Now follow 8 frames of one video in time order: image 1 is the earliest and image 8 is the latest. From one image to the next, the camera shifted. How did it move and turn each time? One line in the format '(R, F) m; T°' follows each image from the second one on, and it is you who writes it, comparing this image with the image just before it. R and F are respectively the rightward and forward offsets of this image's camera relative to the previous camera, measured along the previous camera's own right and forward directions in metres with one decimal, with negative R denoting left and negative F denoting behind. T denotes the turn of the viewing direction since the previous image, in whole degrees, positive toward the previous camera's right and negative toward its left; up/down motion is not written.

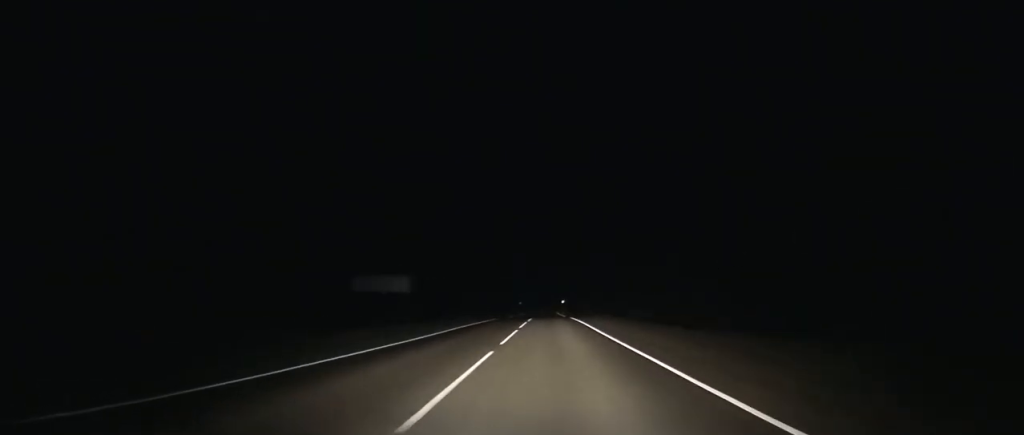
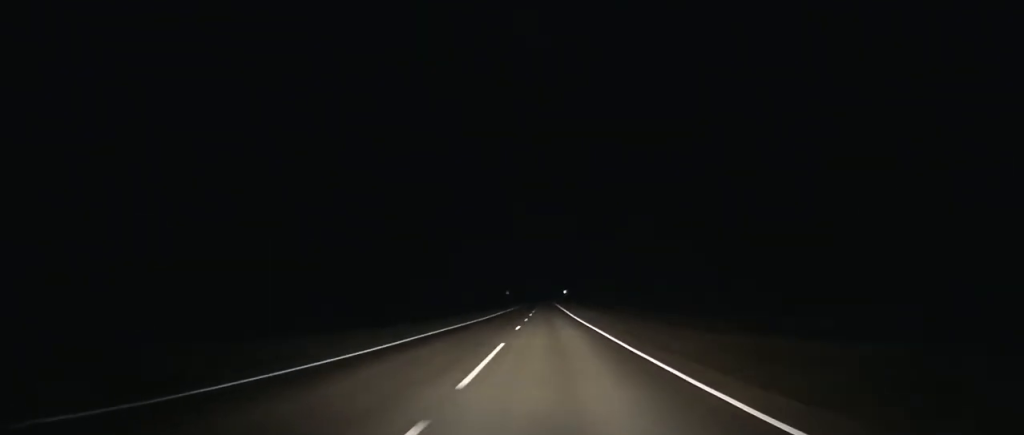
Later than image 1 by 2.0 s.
(+0.4, +58.2) m; 0°
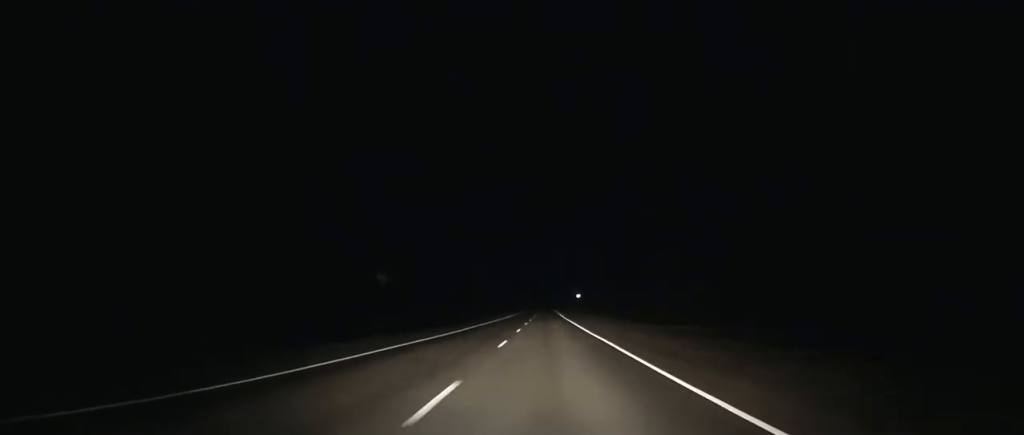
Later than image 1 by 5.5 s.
(0.0, +101.1) m; 0°
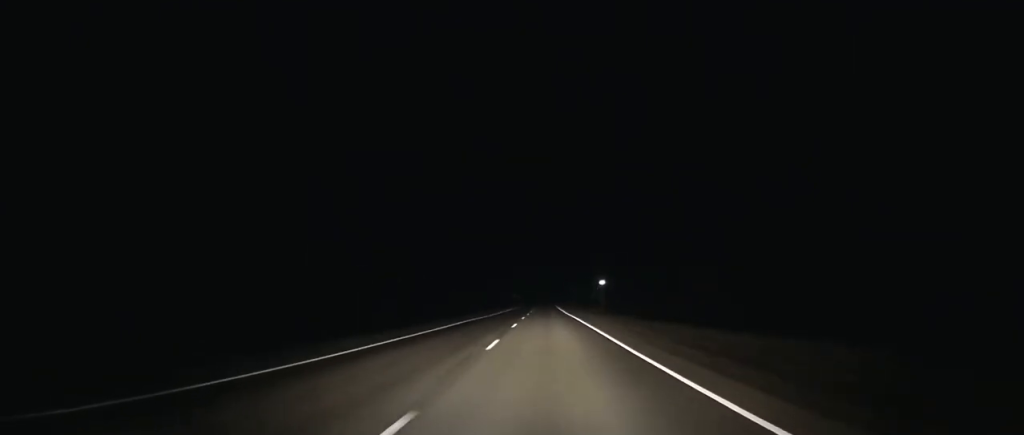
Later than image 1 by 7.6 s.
(+0.1, +60.5) m; 0°
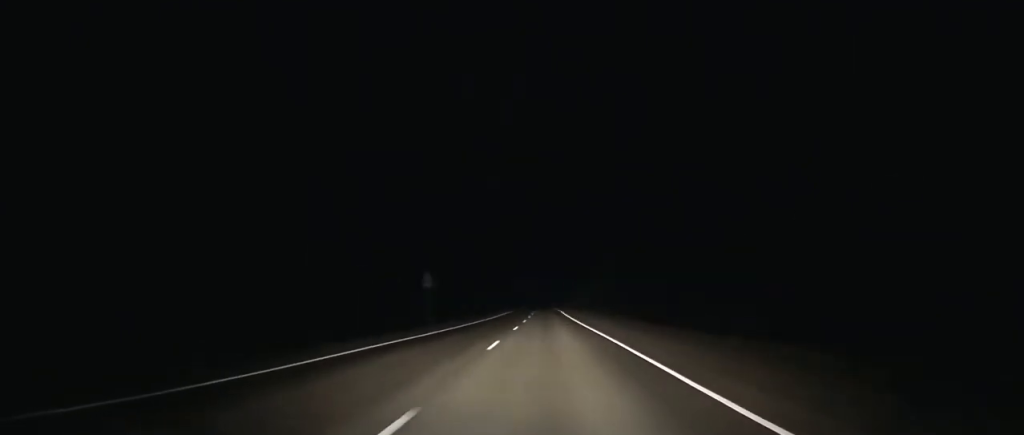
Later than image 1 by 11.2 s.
(+0.6, +106.2) m; 0°
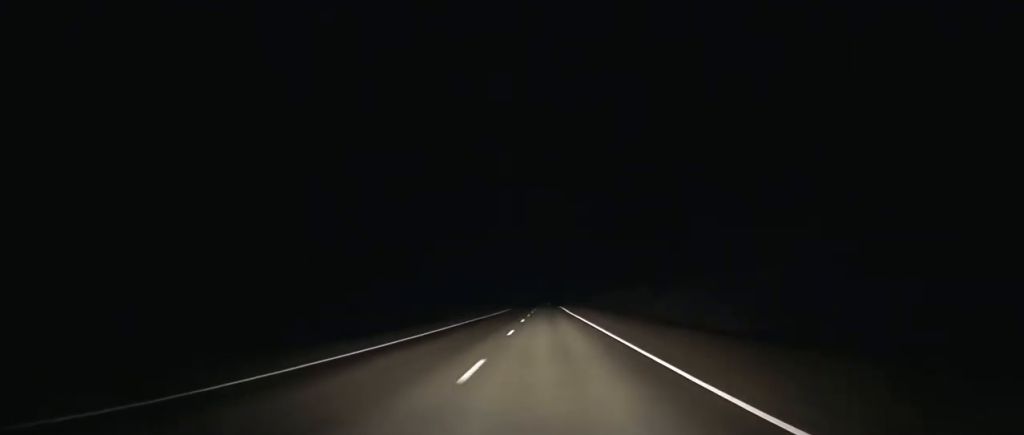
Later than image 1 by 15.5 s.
(-0.3, +128.9) m; 0°
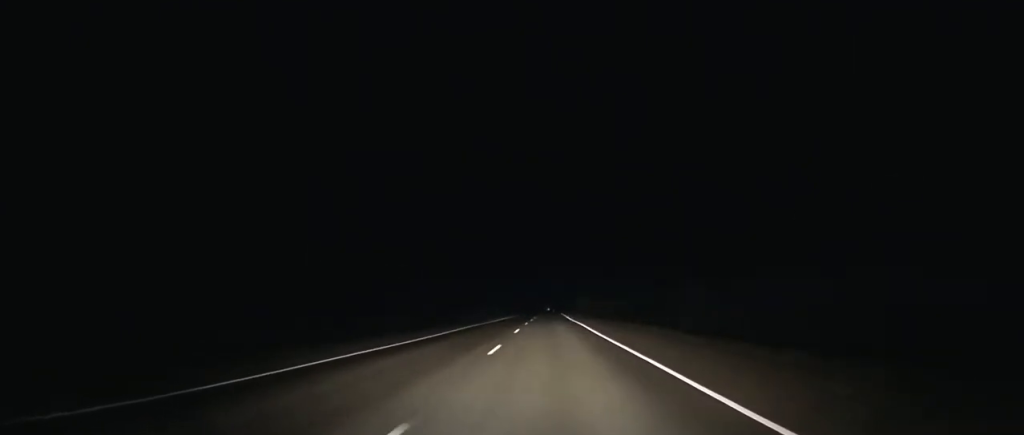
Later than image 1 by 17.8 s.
(+0.1, +66.8) m; 0°
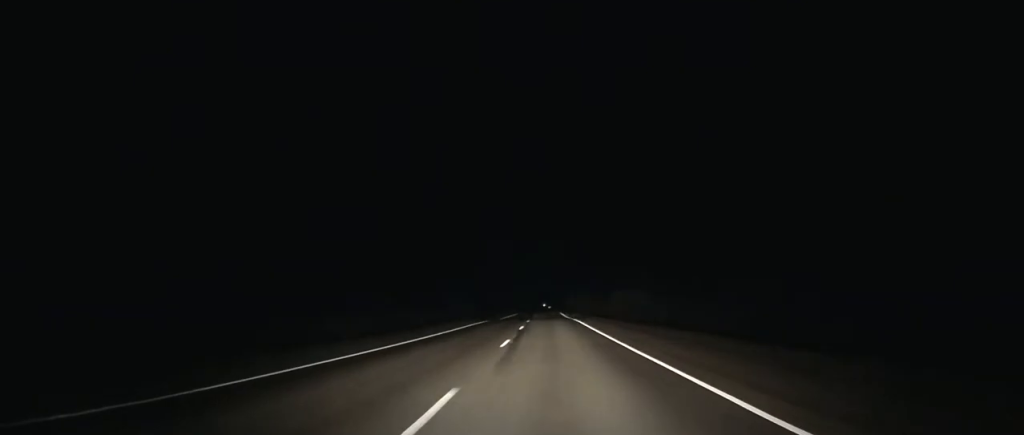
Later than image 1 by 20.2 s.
(+0.2, +68.3) m; 0°
